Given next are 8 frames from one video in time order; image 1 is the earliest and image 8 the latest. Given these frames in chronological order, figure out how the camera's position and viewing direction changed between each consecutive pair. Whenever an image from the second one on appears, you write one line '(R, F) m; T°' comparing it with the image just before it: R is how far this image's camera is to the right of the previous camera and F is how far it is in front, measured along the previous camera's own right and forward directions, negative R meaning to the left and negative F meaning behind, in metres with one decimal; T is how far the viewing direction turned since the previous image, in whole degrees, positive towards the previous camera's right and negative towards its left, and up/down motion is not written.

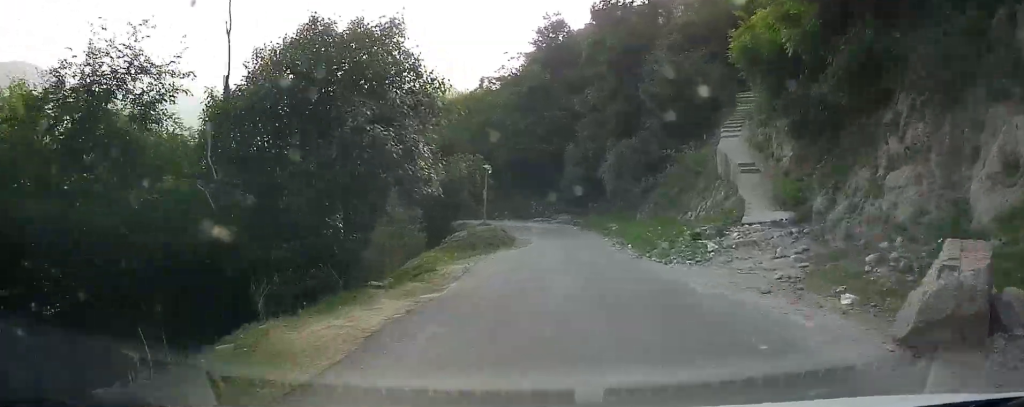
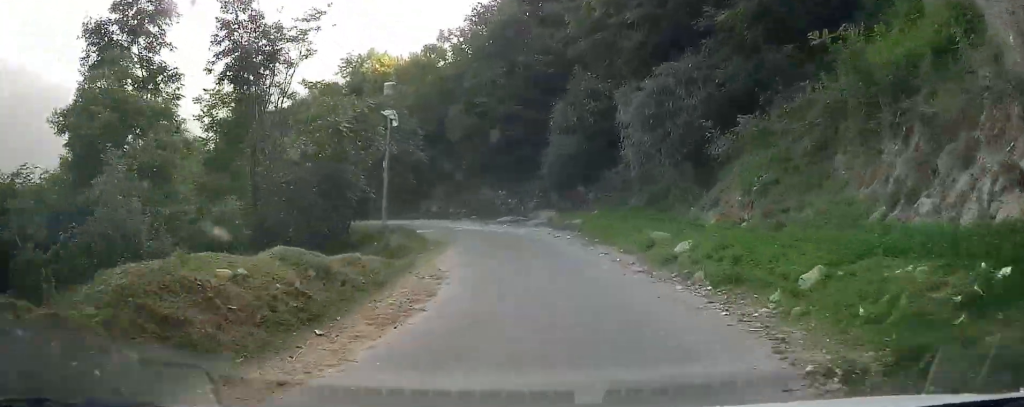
(+1.0, +19.8) m; +1°
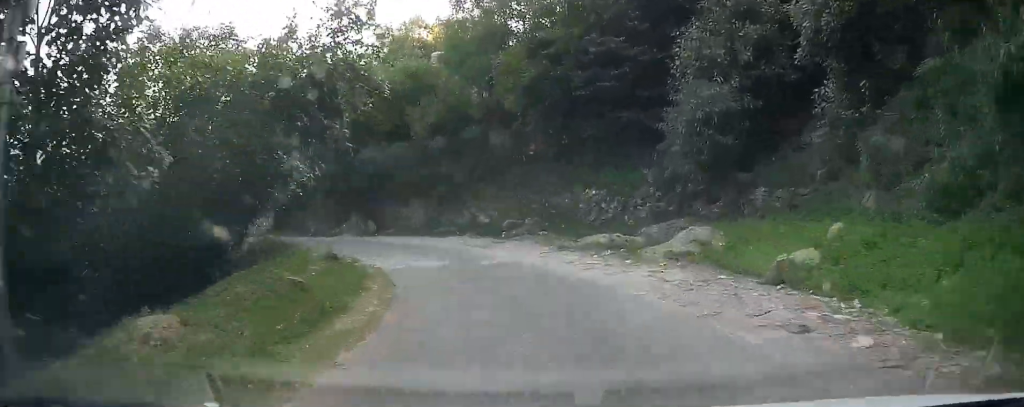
(-1.0, +16.3) m; -5°
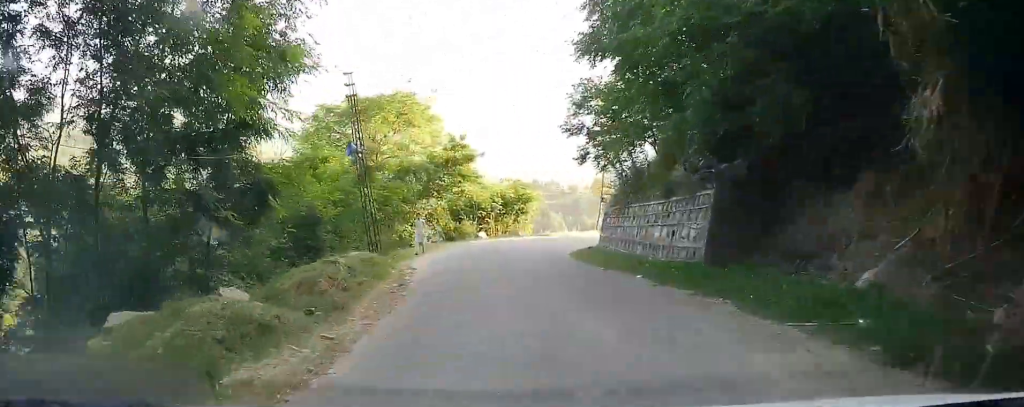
(-6.1, +28.5) m; -37°
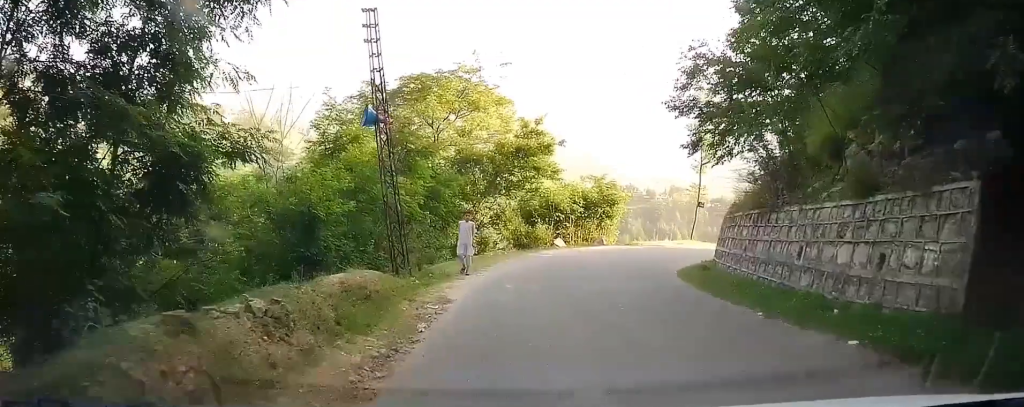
(-1.2, +5.1) m; -7°
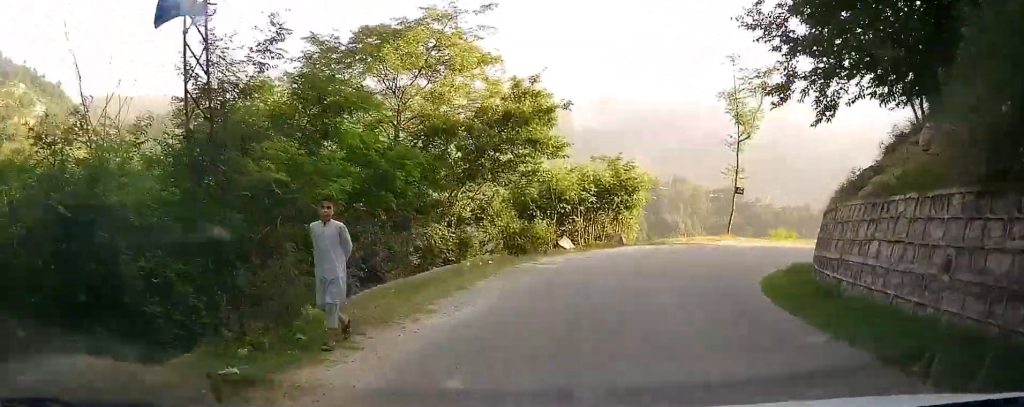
(-0.8, +6.5) m; -9°
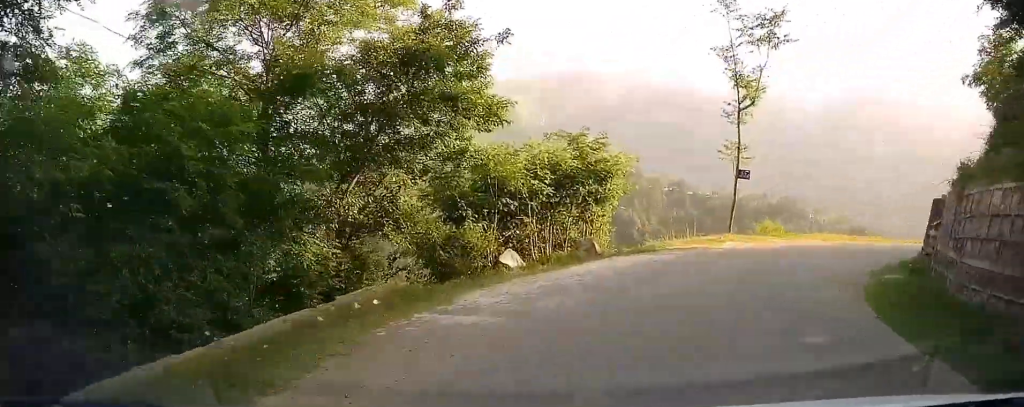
(-0.5, +6.5) m; 0°
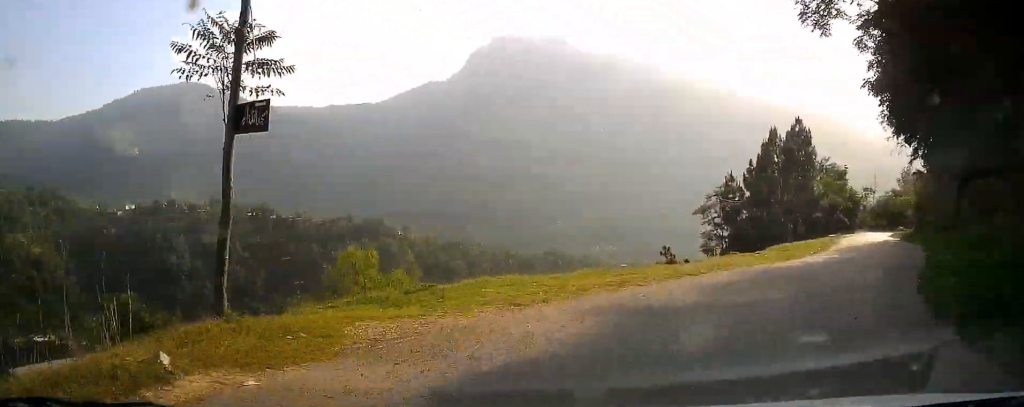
(+1.6, +16.3) m; +31°
